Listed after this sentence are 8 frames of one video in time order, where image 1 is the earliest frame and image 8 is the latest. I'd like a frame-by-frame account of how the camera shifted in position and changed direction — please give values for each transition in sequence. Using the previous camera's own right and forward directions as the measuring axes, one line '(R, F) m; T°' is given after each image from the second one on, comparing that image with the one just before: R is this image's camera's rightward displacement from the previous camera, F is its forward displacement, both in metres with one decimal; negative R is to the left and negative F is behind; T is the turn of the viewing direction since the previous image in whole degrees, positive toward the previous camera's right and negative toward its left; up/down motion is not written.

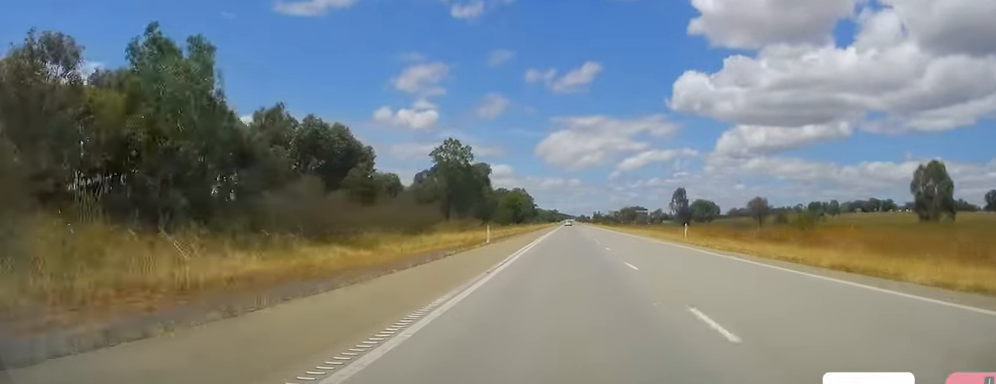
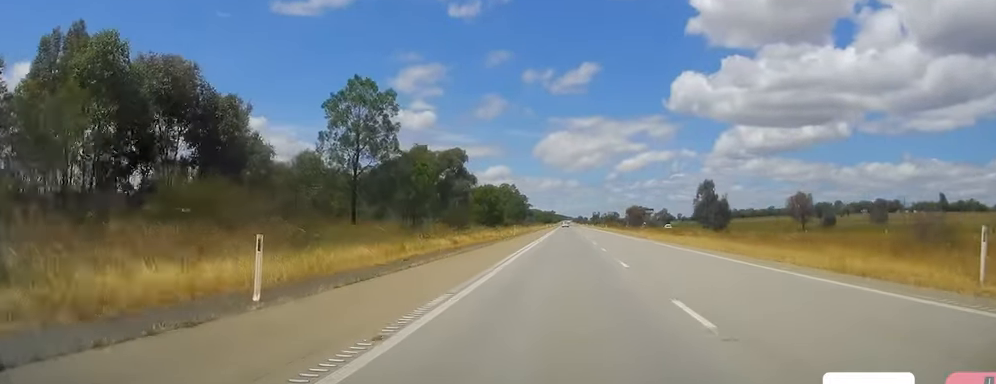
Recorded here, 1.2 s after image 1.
(-0.3, +34.4) m; 0°
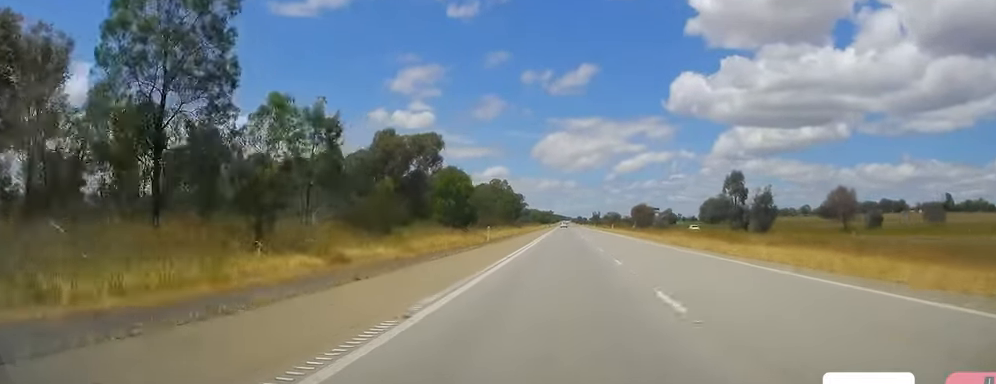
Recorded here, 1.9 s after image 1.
(0.0, +22.7) m; +1°
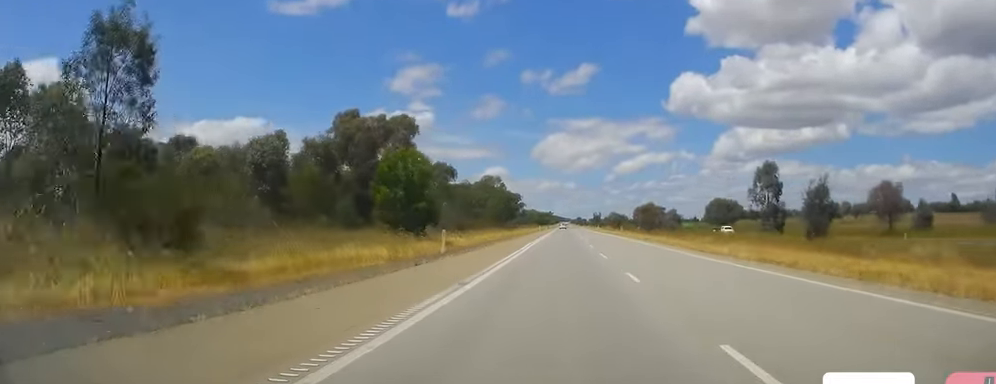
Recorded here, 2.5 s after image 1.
(+0.5, +17.7) m; +1°
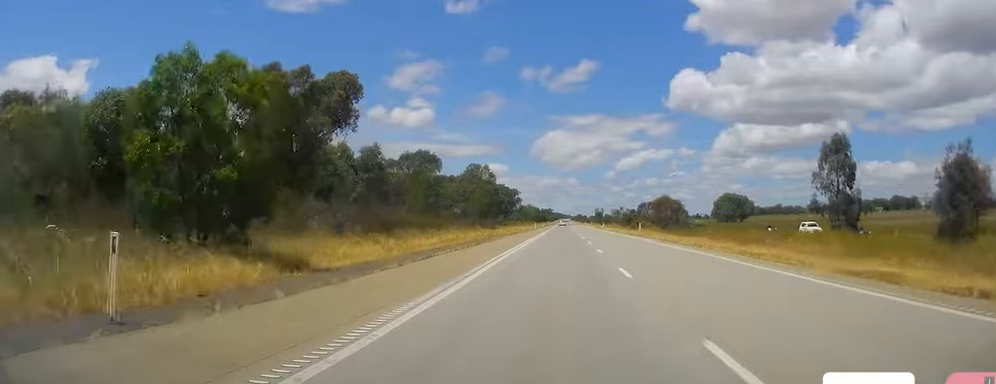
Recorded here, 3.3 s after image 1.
(-0.3, +23.5) m; -1°
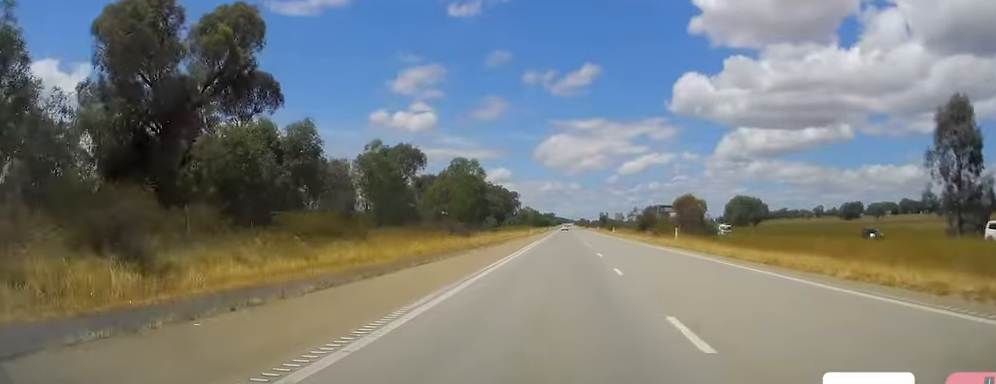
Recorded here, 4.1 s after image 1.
(-0.1, +21.4) m; -1°
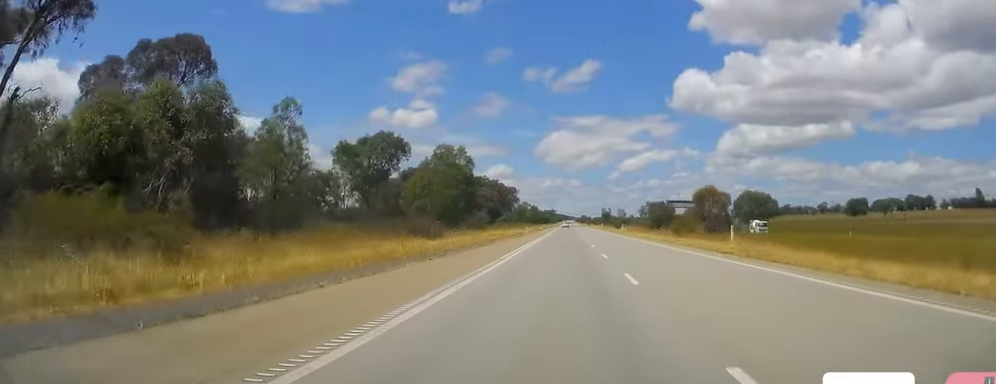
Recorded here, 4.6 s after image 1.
(+0.1, +15.6) m; 0°
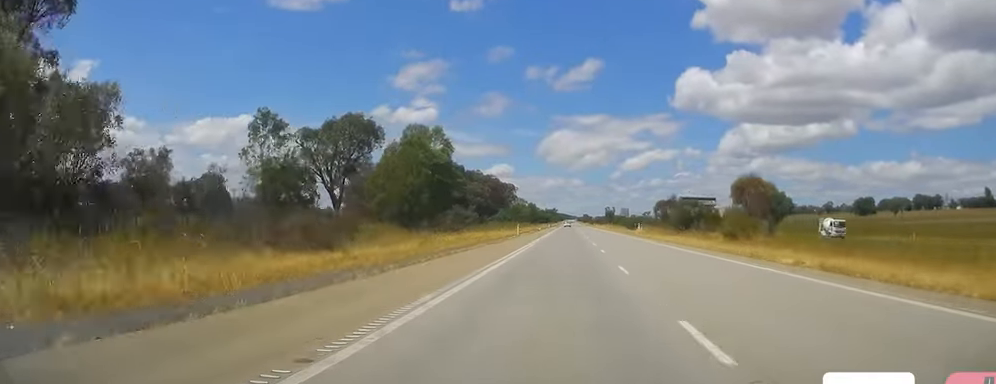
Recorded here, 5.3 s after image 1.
(-0.3, +20.5) m; 0°
